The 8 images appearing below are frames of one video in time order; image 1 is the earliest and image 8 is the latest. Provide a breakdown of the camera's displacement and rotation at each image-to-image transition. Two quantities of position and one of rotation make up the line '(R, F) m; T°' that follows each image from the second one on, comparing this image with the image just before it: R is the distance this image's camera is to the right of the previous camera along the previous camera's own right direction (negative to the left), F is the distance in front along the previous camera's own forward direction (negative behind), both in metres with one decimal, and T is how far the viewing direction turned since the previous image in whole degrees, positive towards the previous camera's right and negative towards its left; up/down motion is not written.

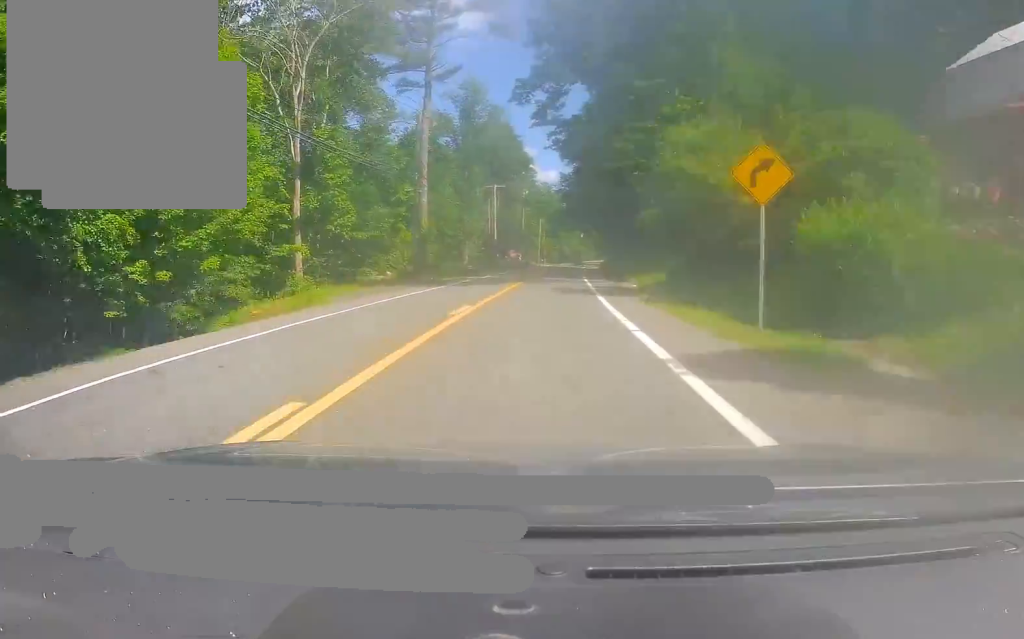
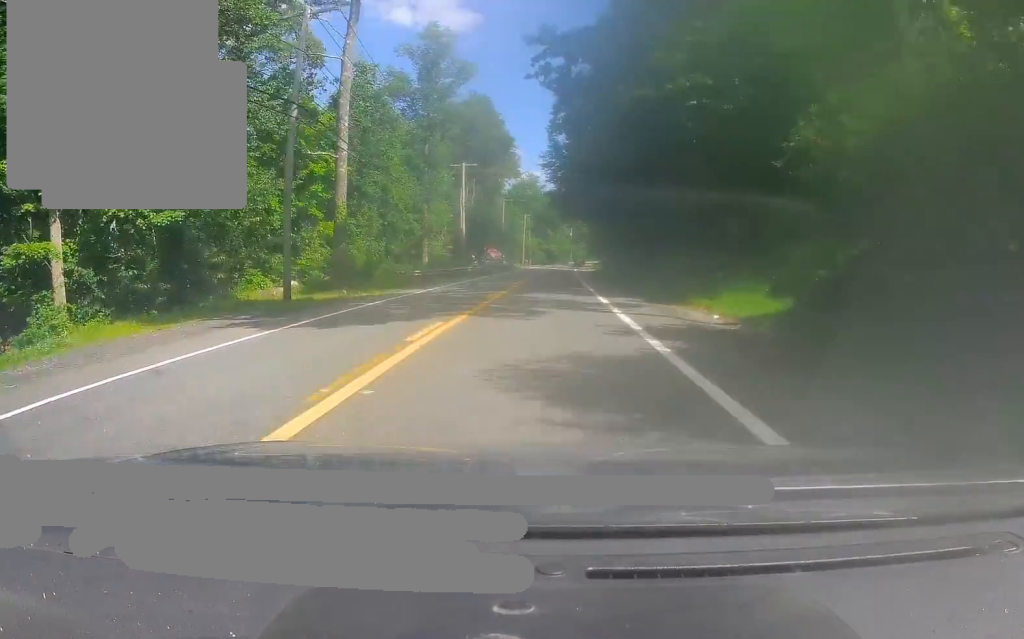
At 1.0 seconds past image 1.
(+0.5, +20.7) m; +1°
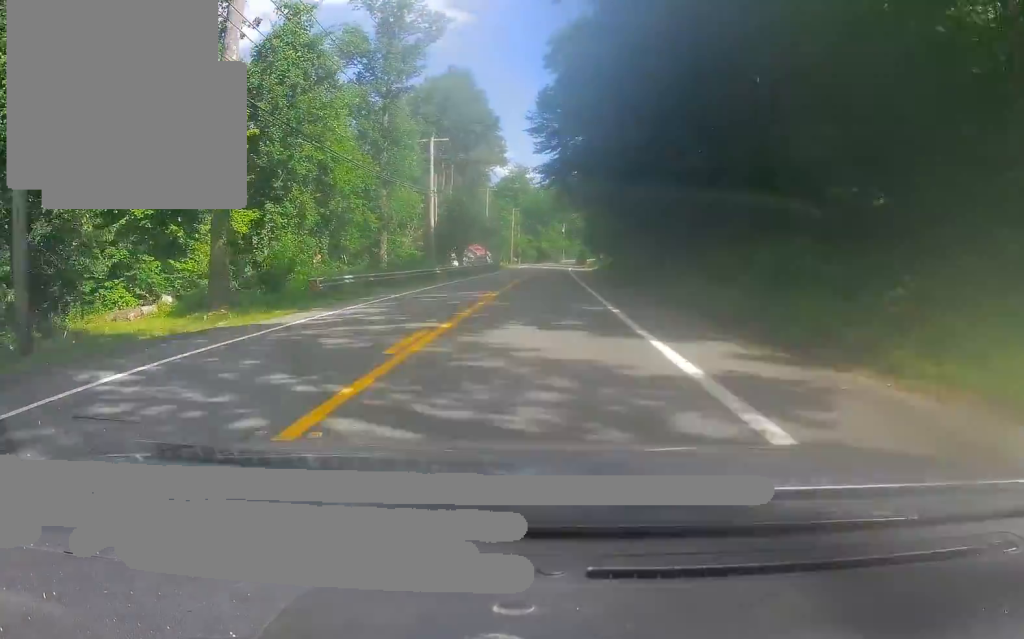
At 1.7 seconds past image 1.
(-0.2, +13.7) m; 0°
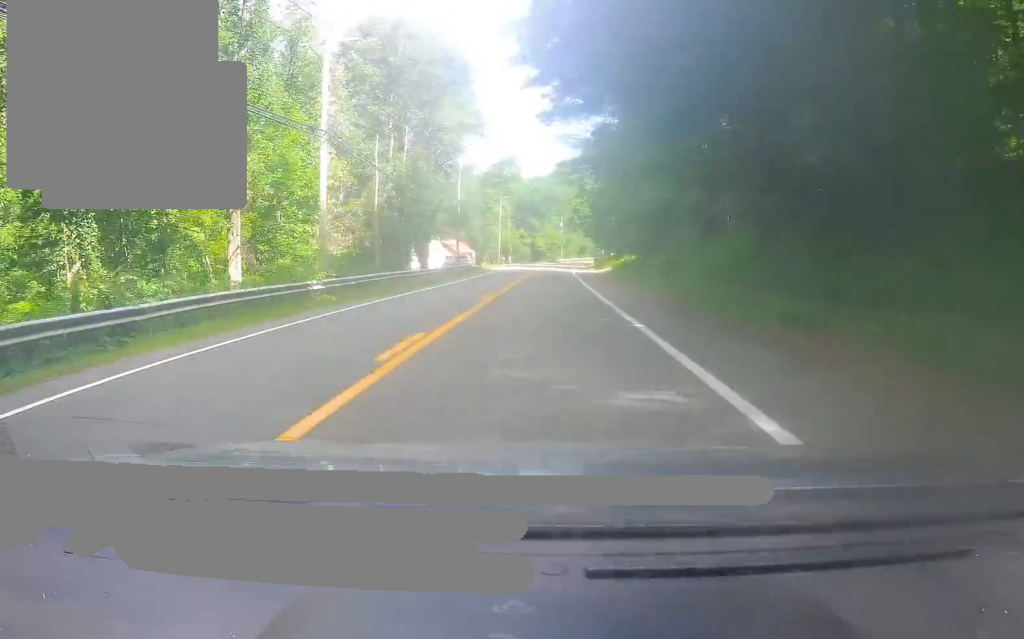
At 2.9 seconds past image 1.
(+0.3, +25.0) m; +1°
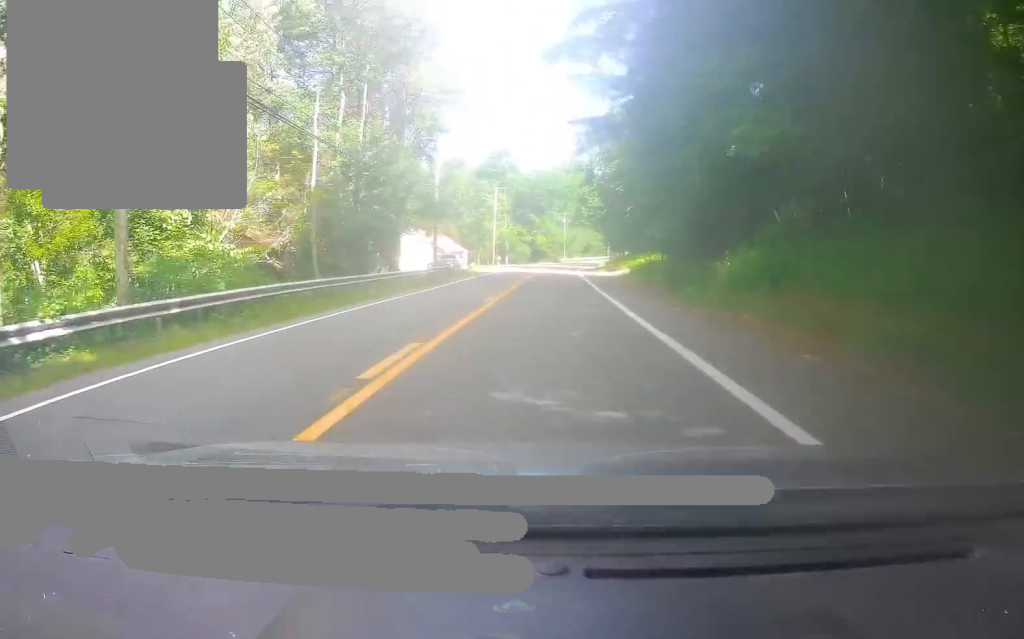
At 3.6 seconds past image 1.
(+0.1, +14.1) m; -1°
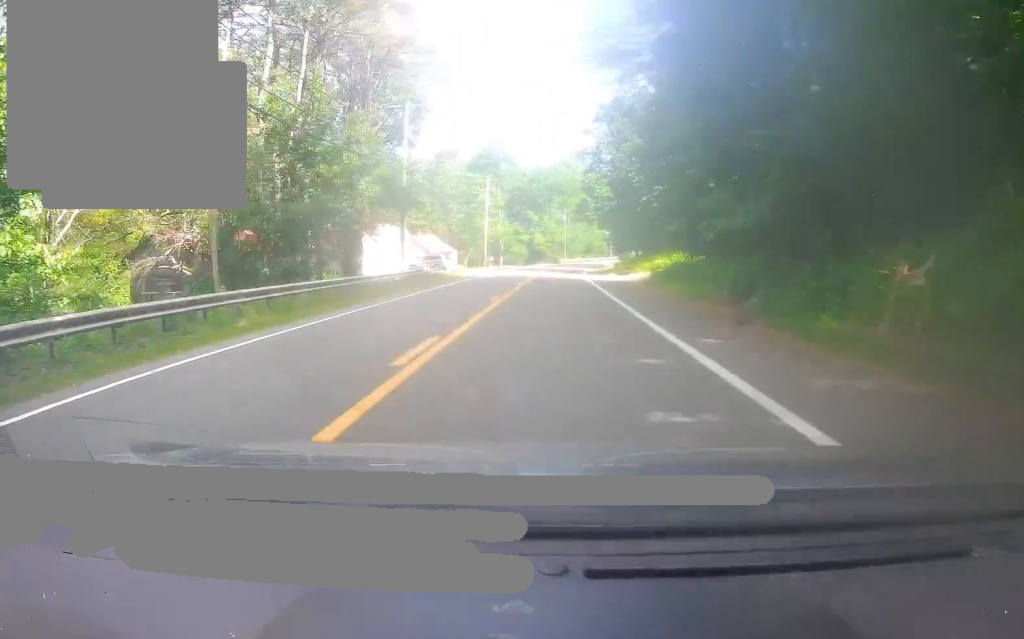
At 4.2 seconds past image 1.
(-0.1, +11.5) m; +1°
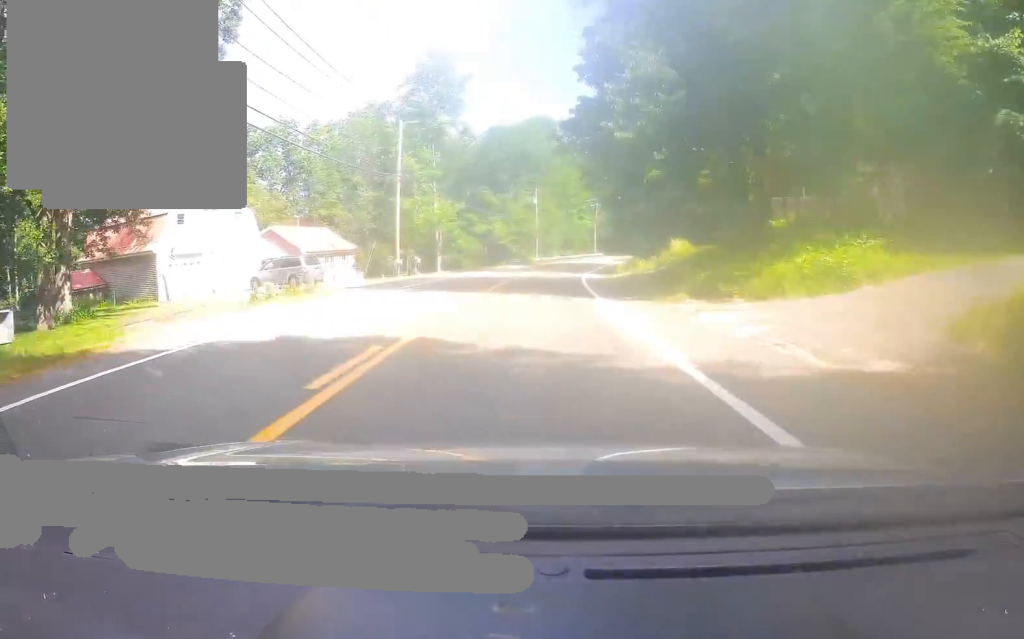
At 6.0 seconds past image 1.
(+1.4, +38.0) m; +3°
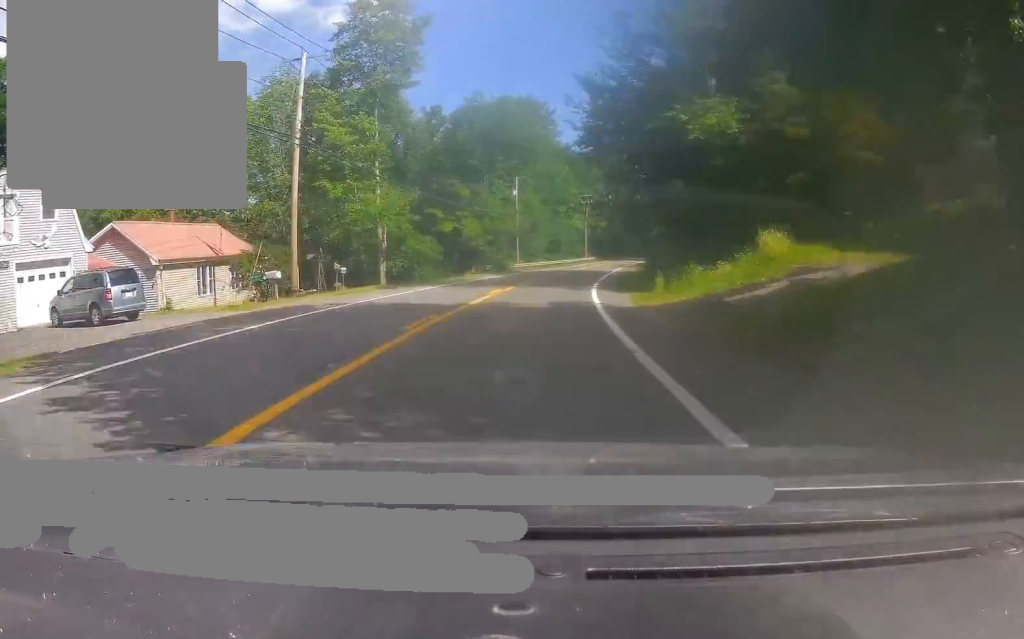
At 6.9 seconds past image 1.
(-0.1, +18.2) m; -1°
